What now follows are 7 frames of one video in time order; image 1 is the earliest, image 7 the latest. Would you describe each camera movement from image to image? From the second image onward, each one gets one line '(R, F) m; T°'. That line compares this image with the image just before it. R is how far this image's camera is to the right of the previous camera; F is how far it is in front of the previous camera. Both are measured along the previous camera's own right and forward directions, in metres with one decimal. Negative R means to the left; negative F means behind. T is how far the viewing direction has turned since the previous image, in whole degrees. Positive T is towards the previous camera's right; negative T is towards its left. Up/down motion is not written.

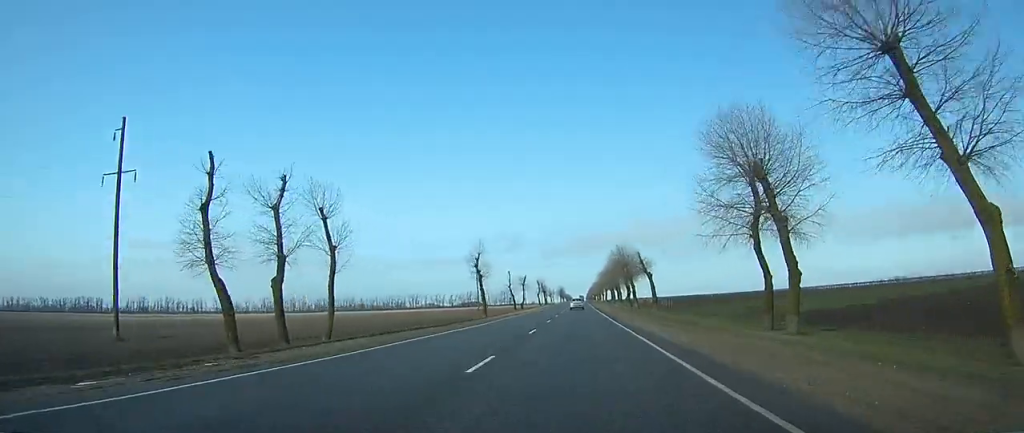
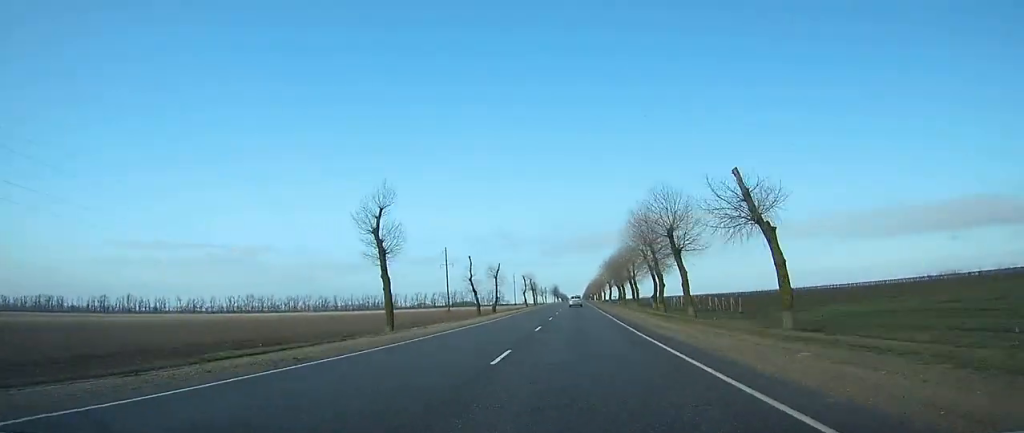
(-0.2, +46.5) m; 0°
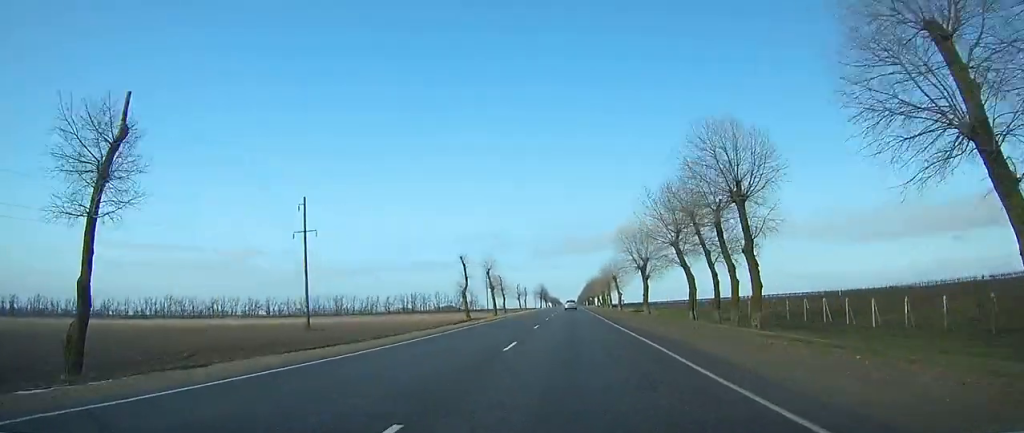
(+0.3, +92.1) m; +1°
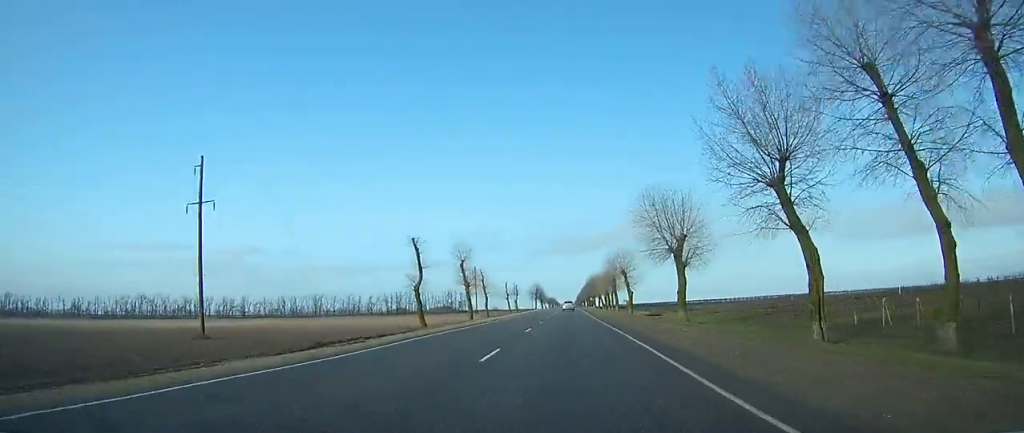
(+0.1, +26.7) m; 0°
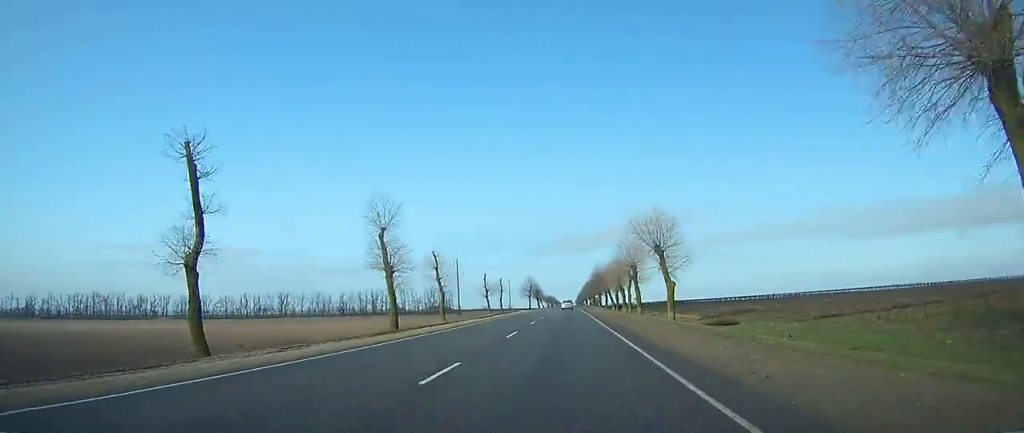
(-0.2, +40.4) m; 0°
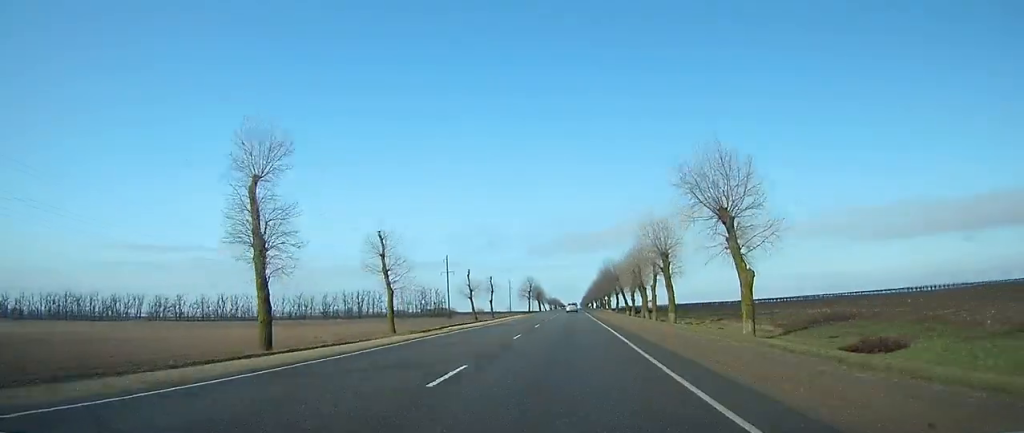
(0.0, +24.2) m; 0°
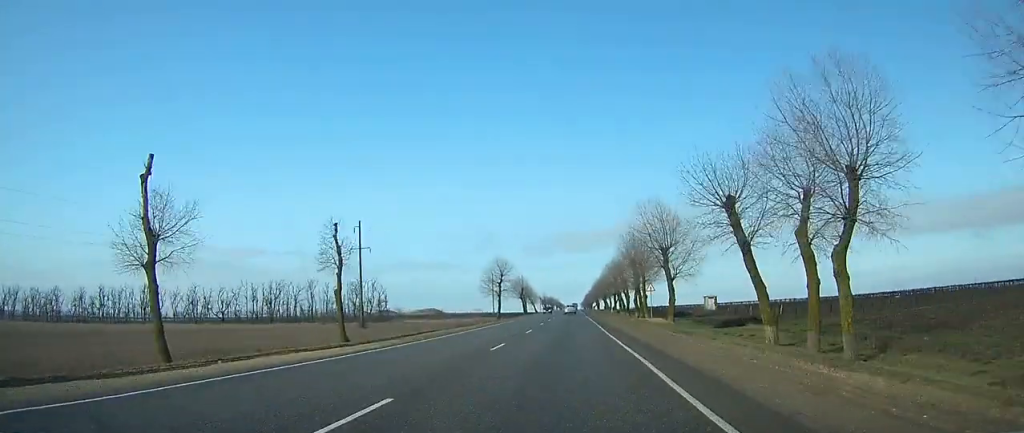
(-0.2, +76.7) m; 0°
